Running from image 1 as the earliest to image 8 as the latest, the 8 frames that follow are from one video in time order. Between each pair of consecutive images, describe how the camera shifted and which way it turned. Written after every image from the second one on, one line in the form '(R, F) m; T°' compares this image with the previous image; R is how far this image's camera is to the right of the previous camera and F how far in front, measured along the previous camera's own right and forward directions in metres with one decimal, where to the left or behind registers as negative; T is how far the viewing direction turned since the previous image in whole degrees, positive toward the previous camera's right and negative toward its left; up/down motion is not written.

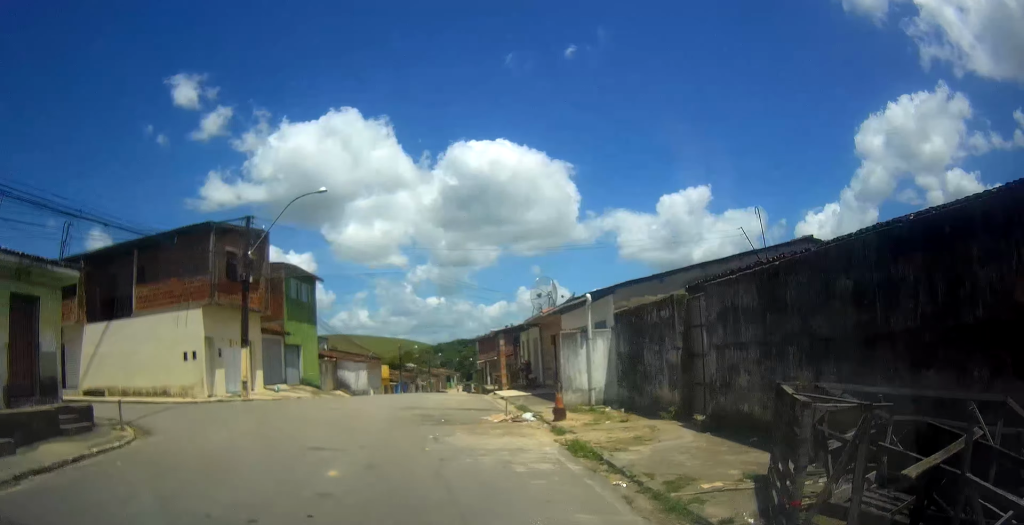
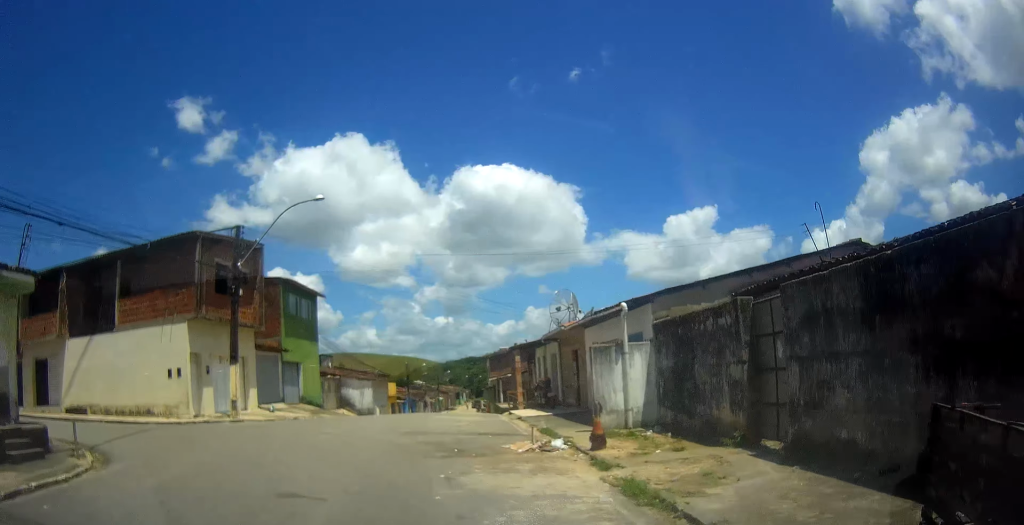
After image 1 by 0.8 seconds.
(-0.1, +2.7) m; -4°
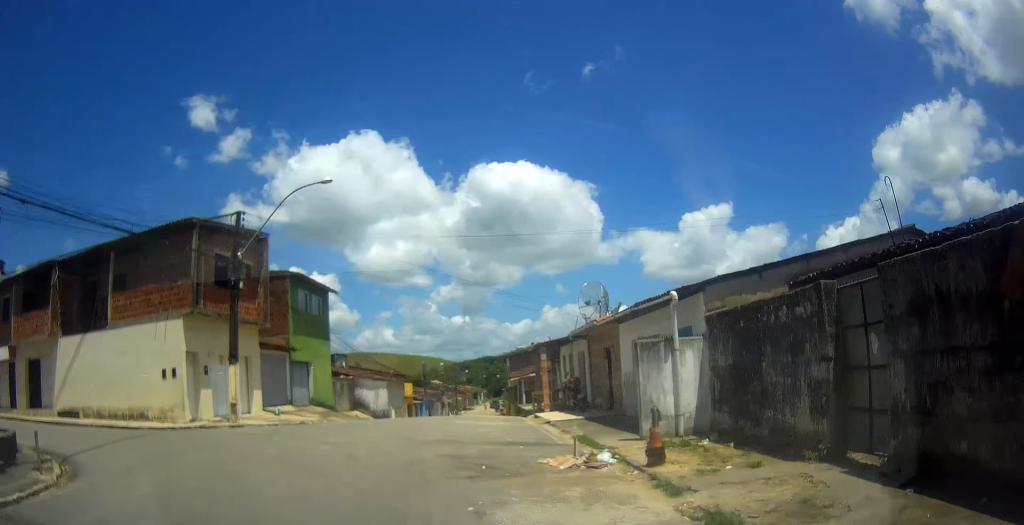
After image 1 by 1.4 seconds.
(-0.1, +1.8) m; -4°
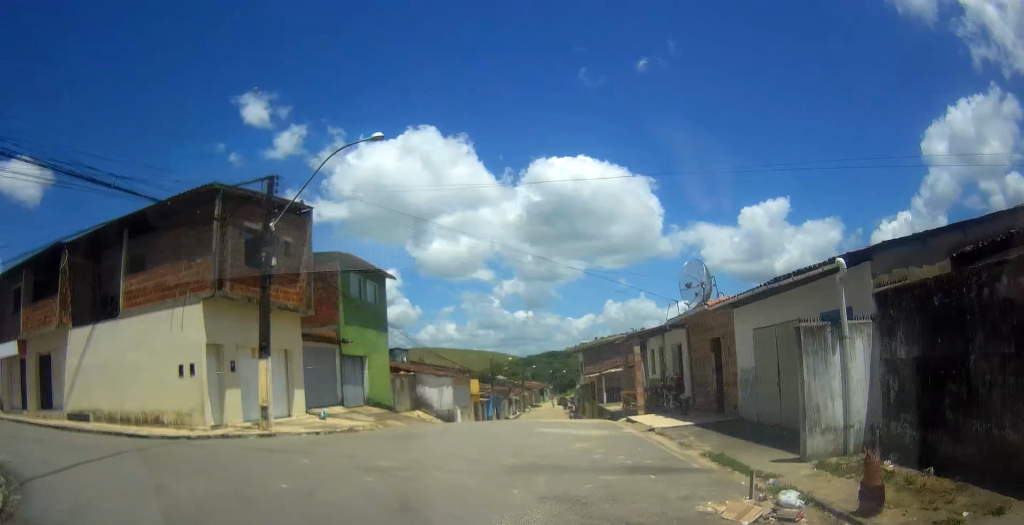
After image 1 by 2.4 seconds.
(0.0, +3.0) m; -1°
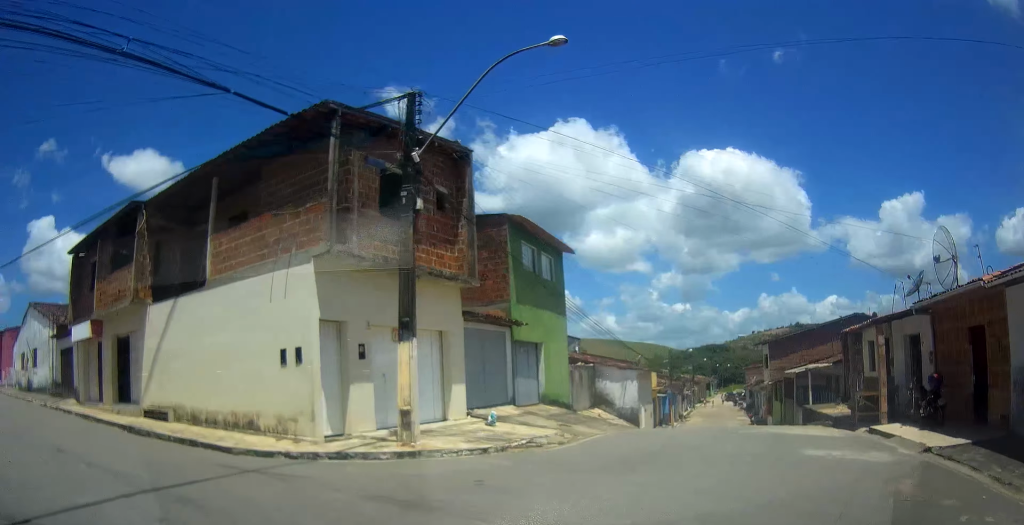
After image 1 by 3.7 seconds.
(-0.2, +4.2) m; -6°
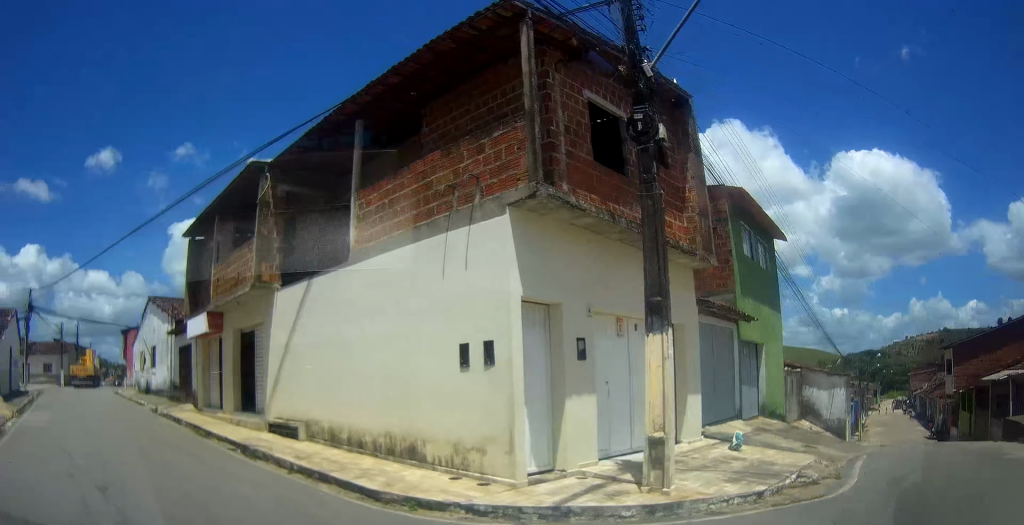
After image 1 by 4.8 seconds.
(-0.2, +3.6) m; -7°
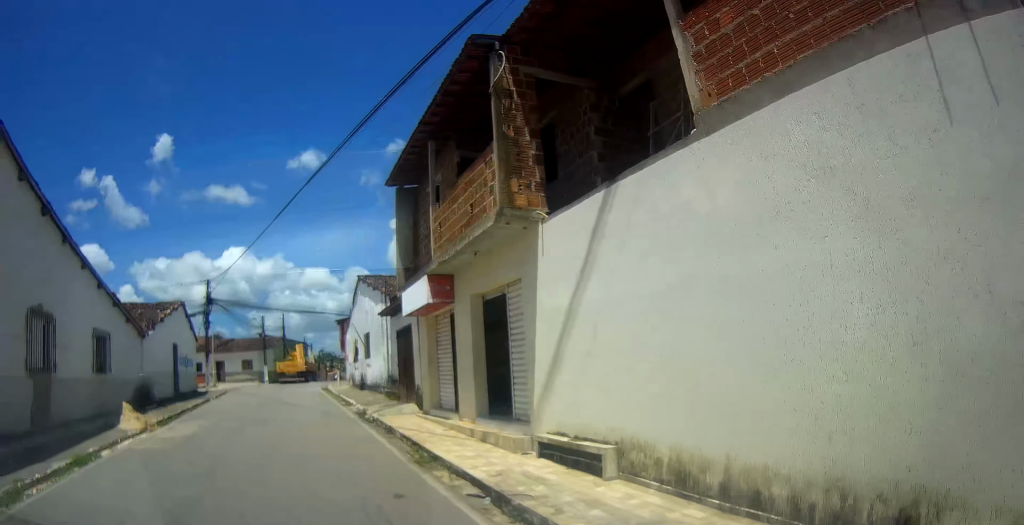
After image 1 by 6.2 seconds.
(-0.6, +4.9) m; -18°
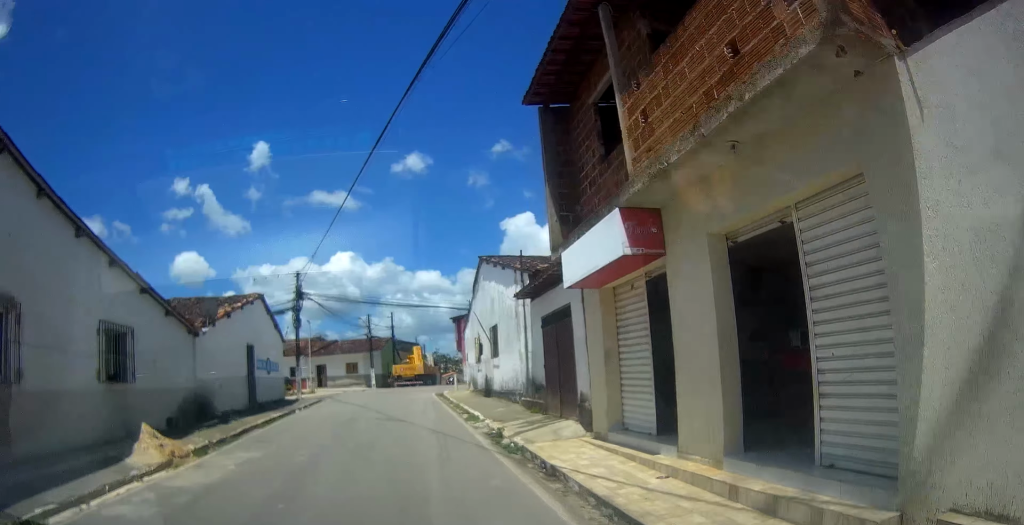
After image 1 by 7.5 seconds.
(-0.9, +4.2) m; -28°
